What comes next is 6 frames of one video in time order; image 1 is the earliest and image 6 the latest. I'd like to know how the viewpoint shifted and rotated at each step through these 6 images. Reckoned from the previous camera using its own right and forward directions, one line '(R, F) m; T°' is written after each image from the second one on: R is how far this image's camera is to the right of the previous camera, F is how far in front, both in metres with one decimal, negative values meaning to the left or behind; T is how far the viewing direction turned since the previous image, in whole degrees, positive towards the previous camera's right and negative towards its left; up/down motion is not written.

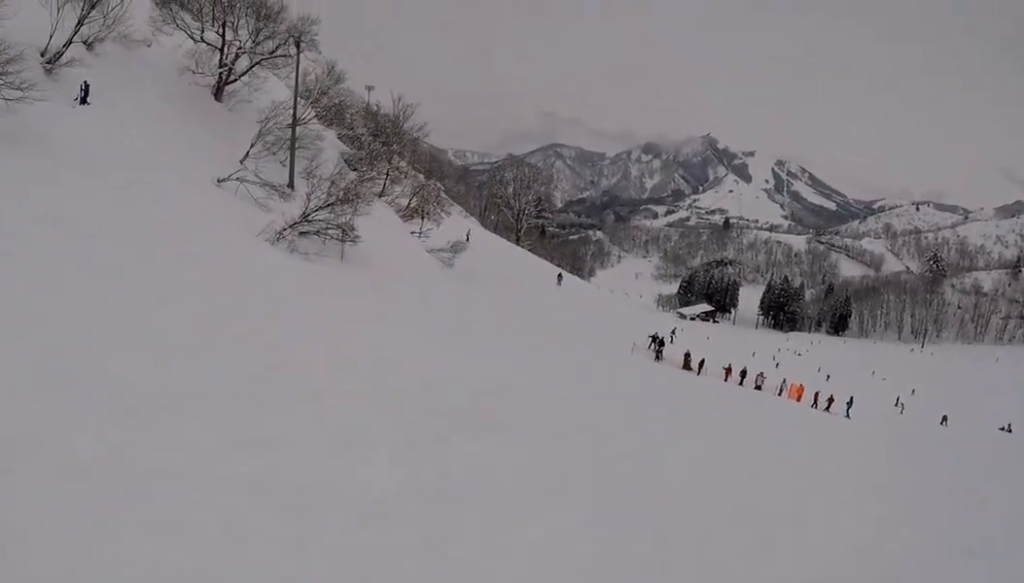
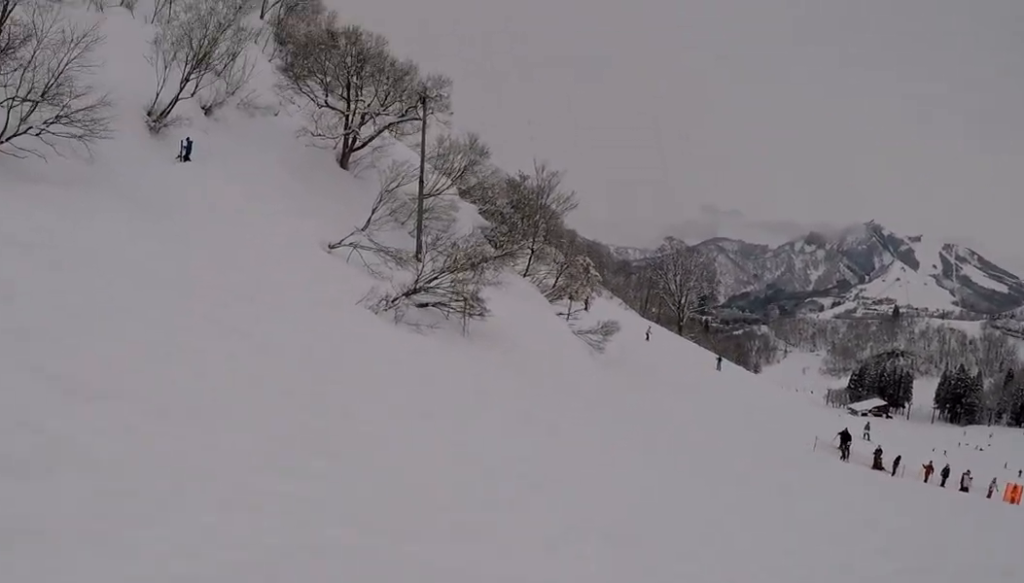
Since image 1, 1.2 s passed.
(-1.1, +5.7) m; -18°
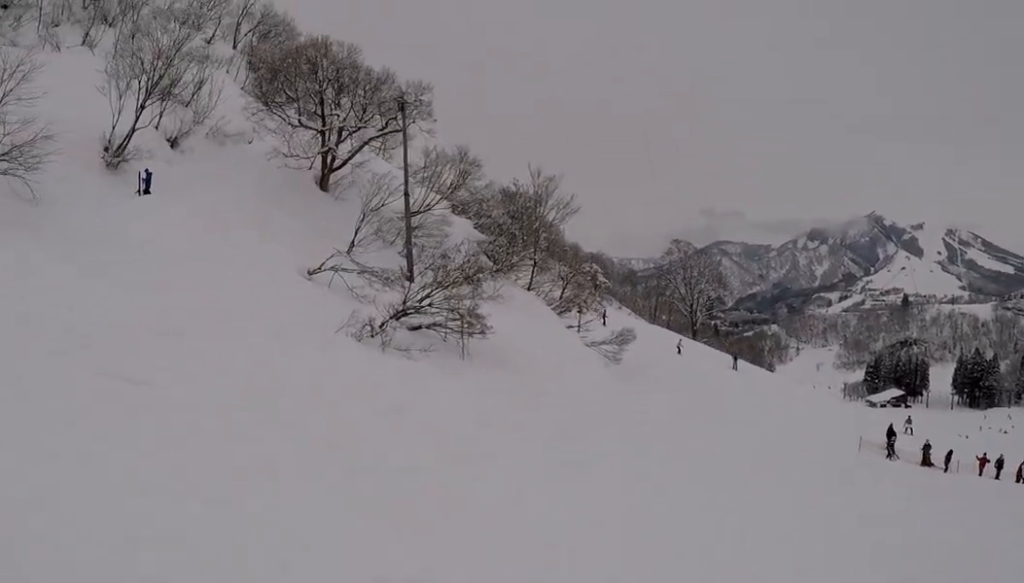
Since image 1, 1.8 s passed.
(-0.5, +3.3) m; +6°
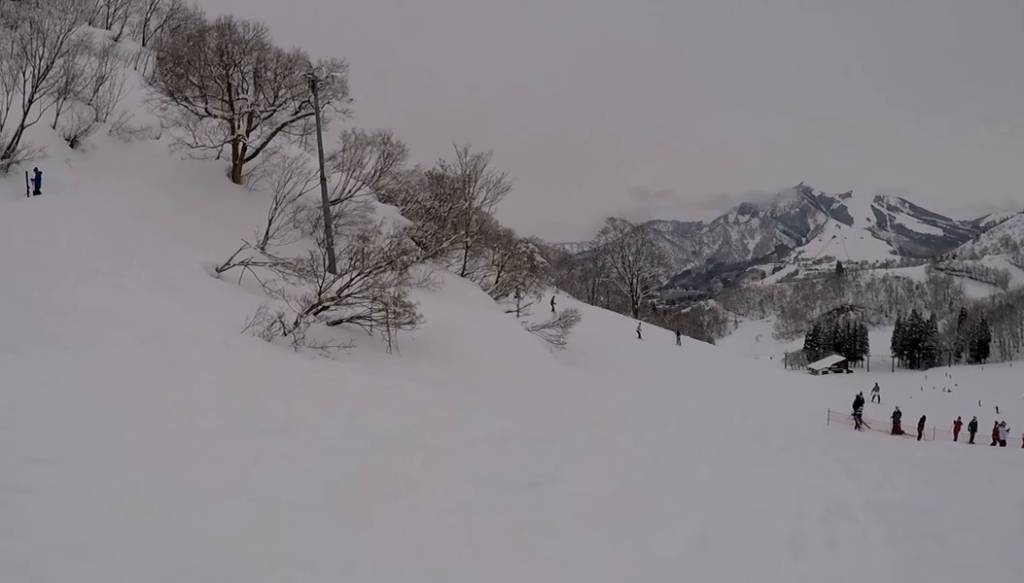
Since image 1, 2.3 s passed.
(0.0, +3.0) m; +3°
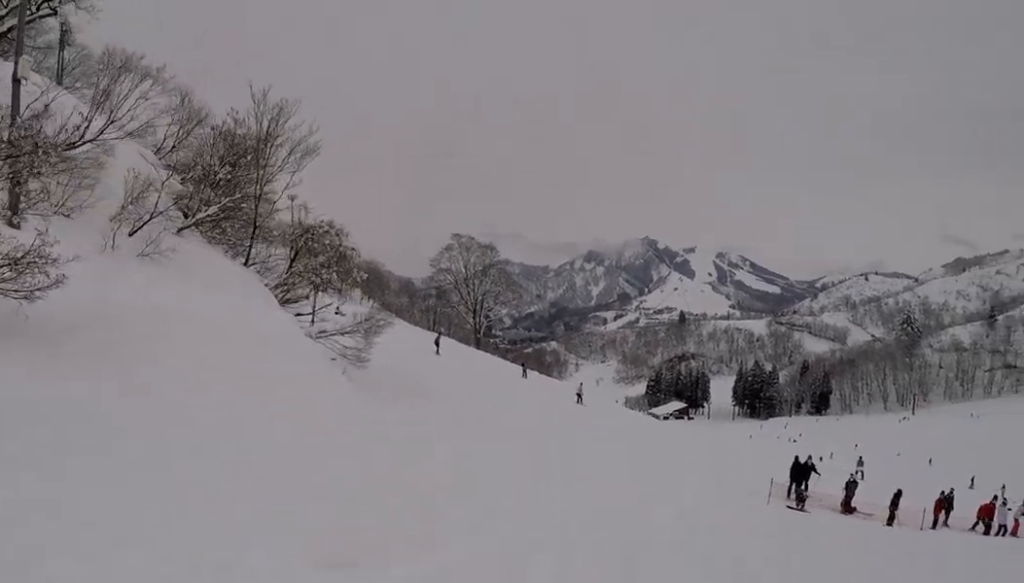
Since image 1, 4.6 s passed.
(+0.4, +13.8) m; +9°
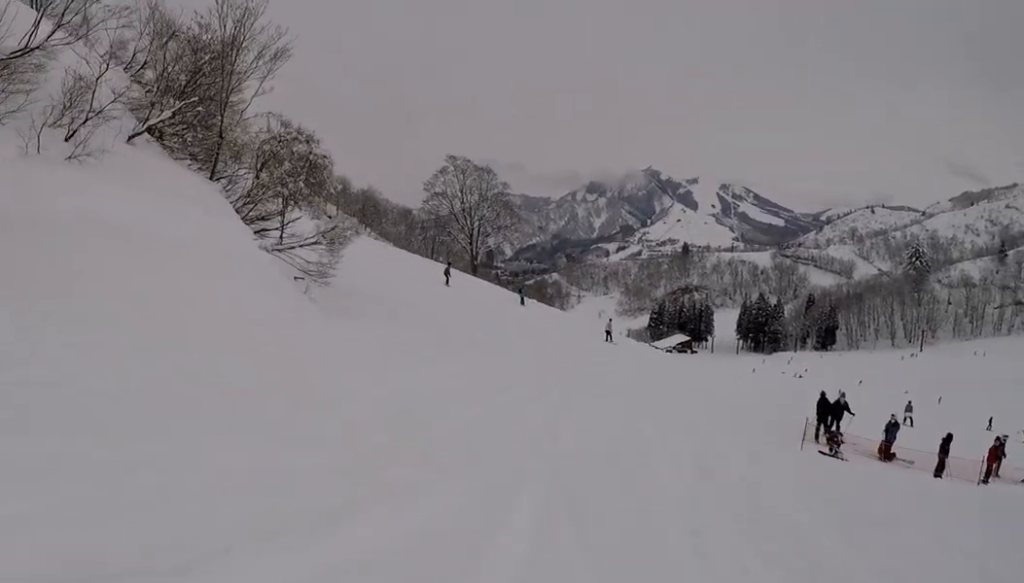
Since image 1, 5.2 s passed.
(+0.4, +3.3) m; +8°
